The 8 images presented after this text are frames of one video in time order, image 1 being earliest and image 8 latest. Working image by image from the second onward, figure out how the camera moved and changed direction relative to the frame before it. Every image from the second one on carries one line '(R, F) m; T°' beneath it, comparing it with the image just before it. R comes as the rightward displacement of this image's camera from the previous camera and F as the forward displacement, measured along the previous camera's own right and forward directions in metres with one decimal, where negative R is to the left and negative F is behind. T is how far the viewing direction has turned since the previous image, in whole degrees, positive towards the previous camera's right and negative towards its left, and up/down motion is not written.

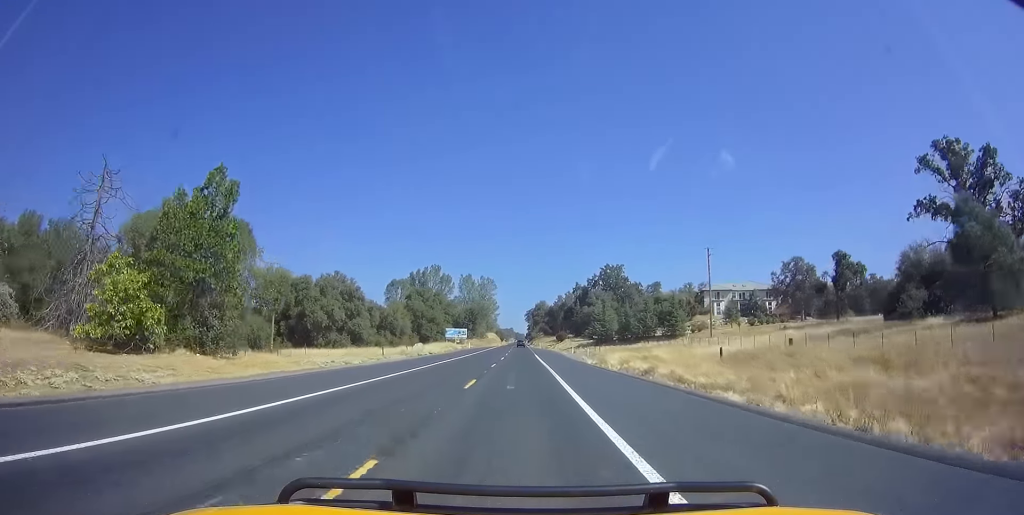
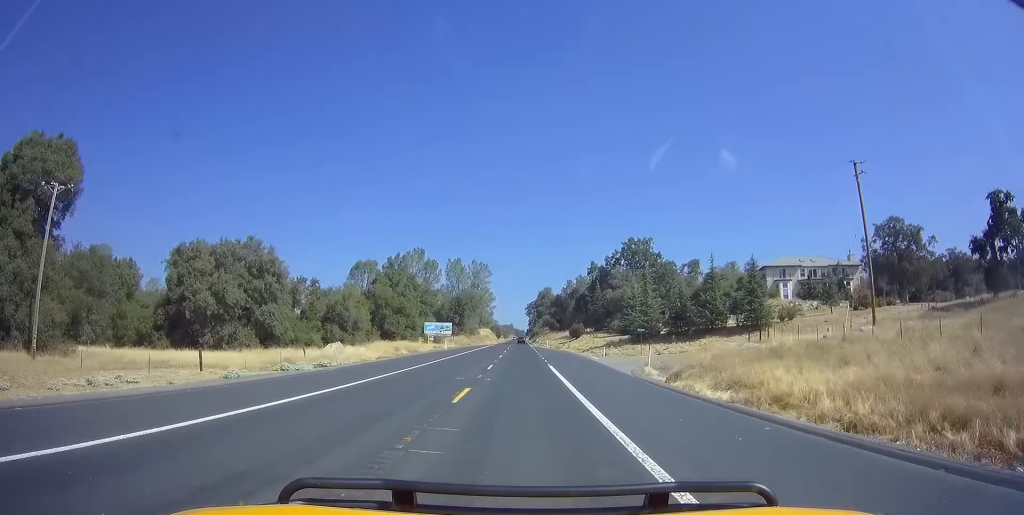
(0.0, +33.2) m; 0°
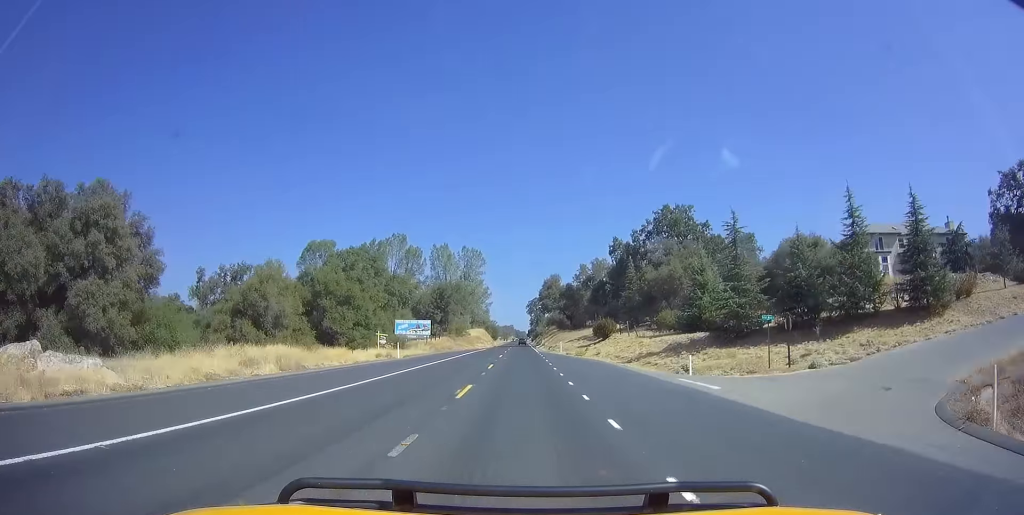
(-0.3, +28.3) m; -1°
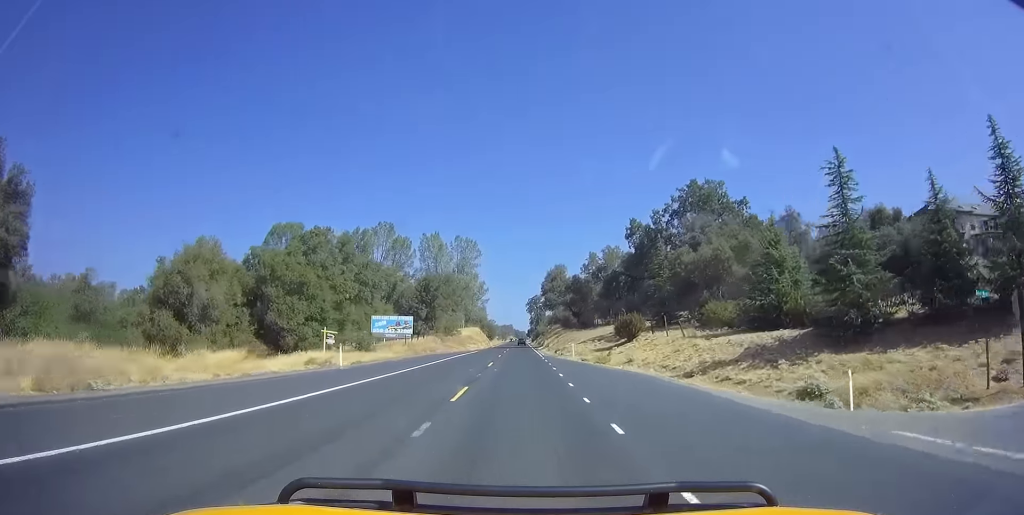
(-0.4, +14.1) m; 0°
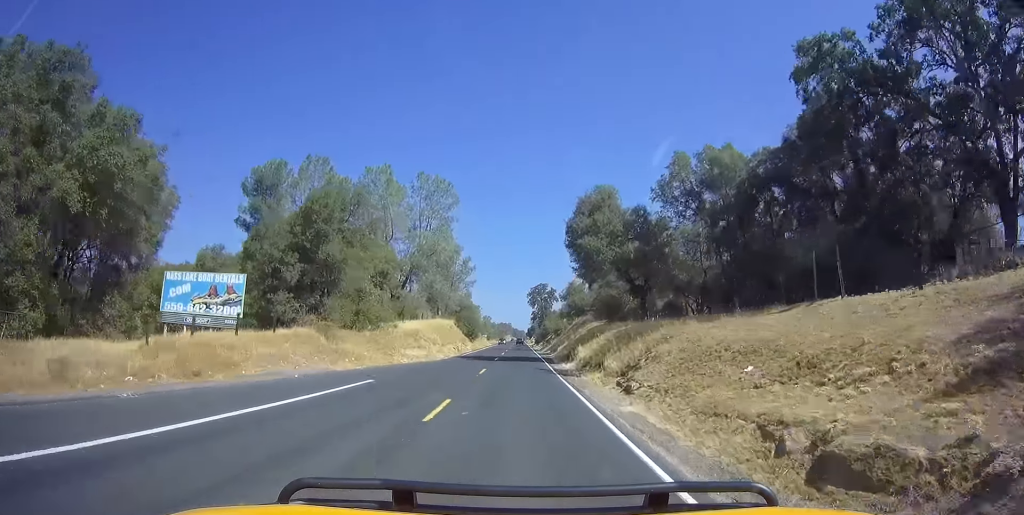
(+0.1, +48.3) m; -1°
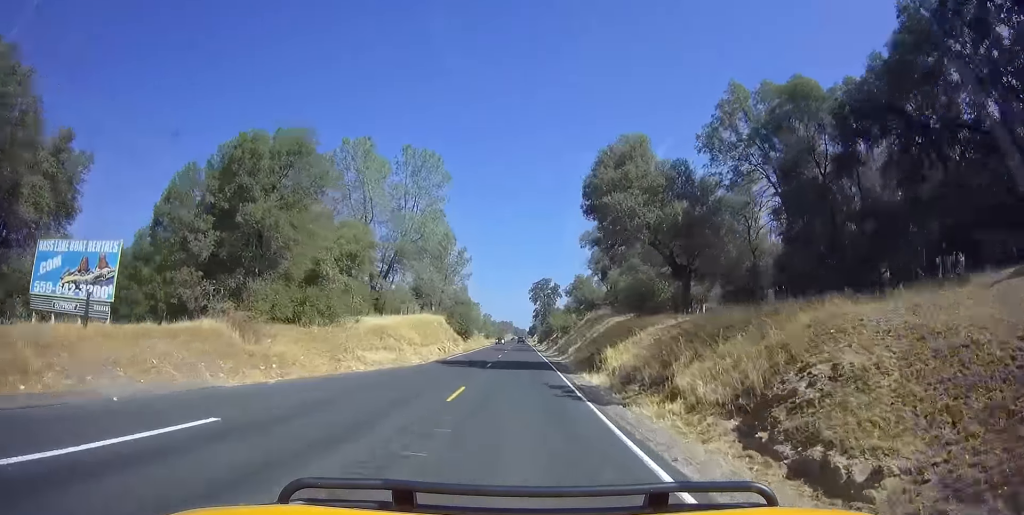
(-0.1, +11.0) m; 0°
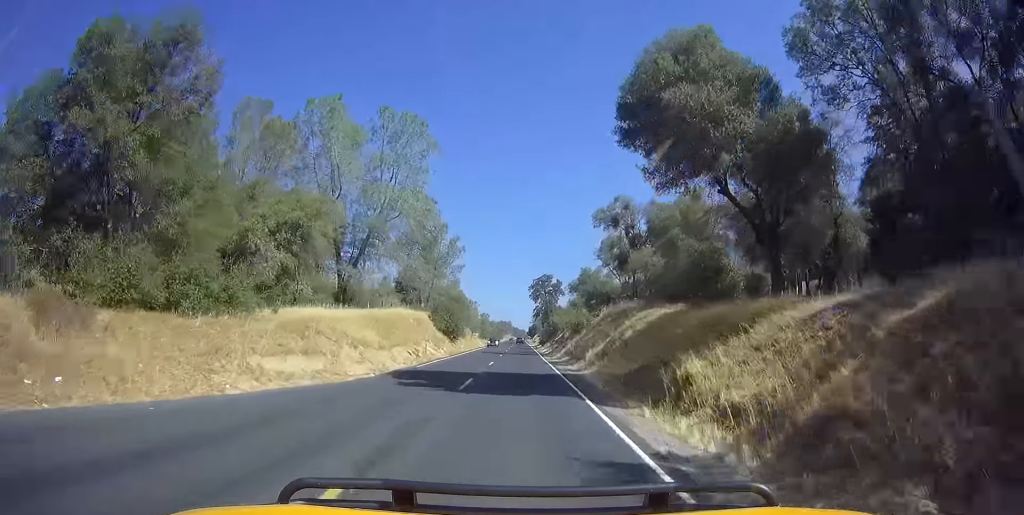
(-0.1, +11.9) m; +1°
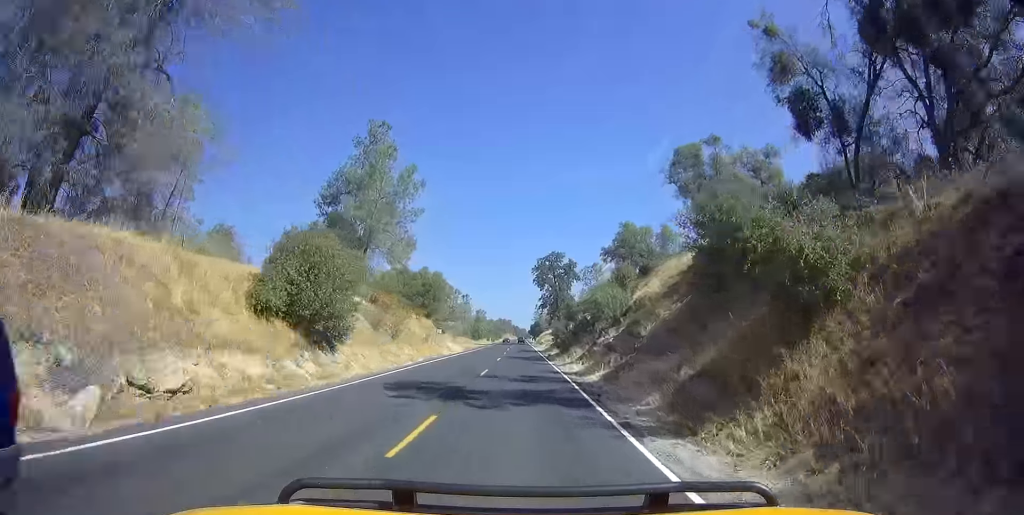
(+0.7, +38.4) m; +1°
